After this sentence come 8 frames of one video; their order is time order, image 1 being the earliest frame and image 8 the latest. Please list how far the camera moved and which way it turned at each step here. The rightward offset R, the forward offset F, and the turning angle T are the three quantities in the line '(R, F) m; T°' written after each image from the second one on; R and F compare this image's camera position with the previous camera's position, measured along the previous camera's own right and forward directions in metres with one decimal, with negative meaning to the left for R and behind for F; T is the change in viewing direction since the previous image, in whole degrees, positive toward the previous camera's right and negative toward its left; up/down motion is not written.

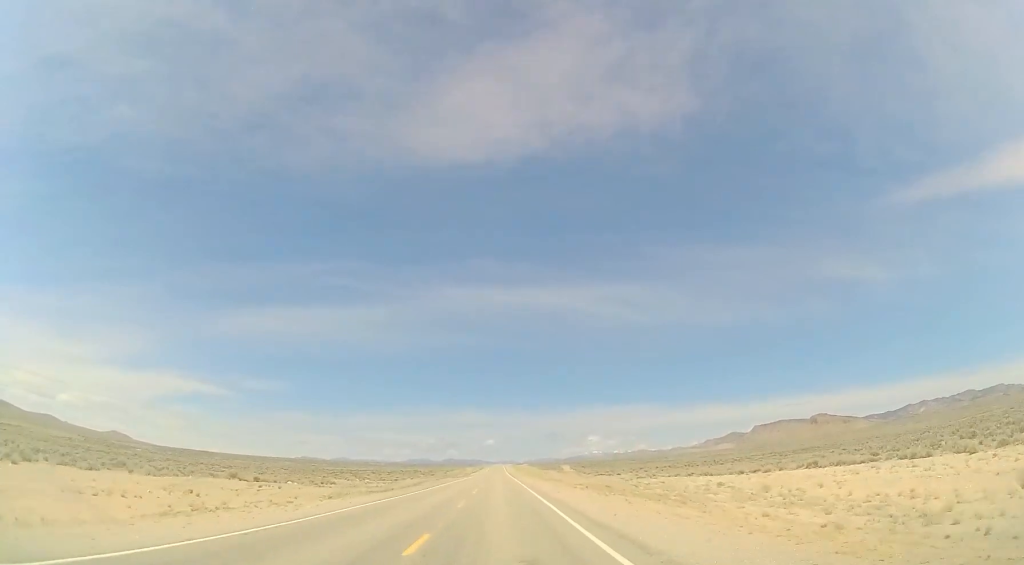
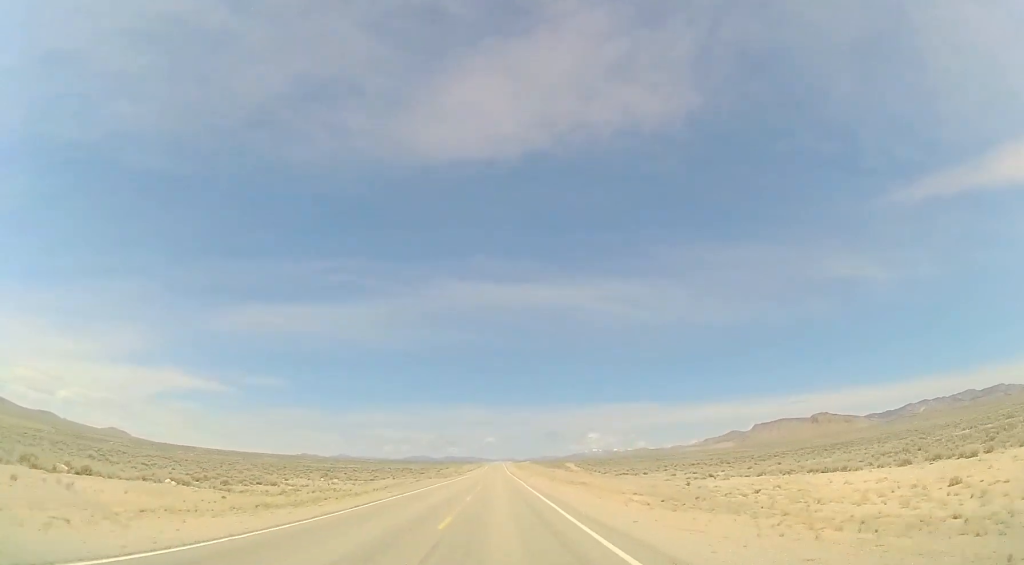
(0.0, +19.8) m; 0°
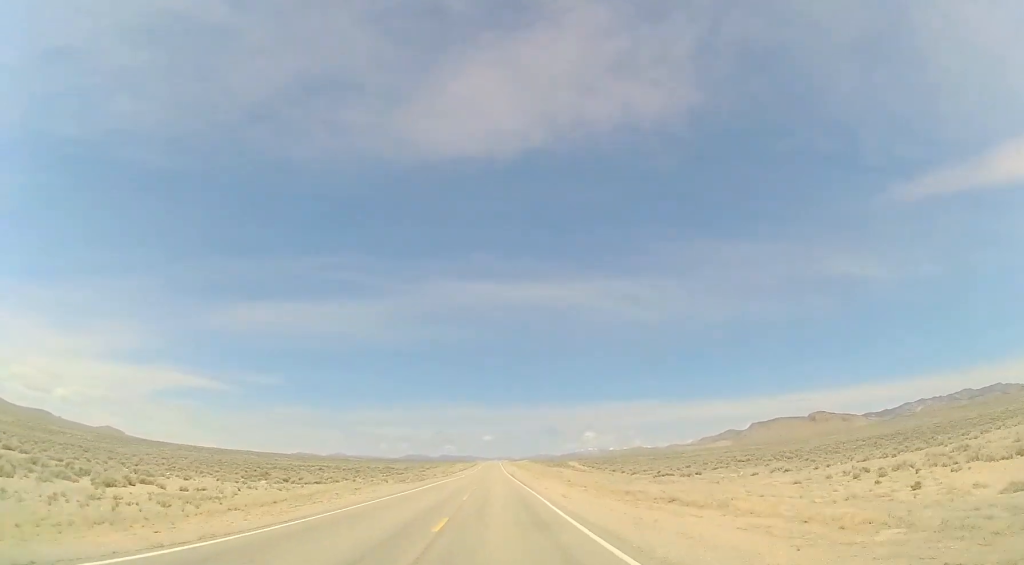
(-0.2, +24.8) m; 0°
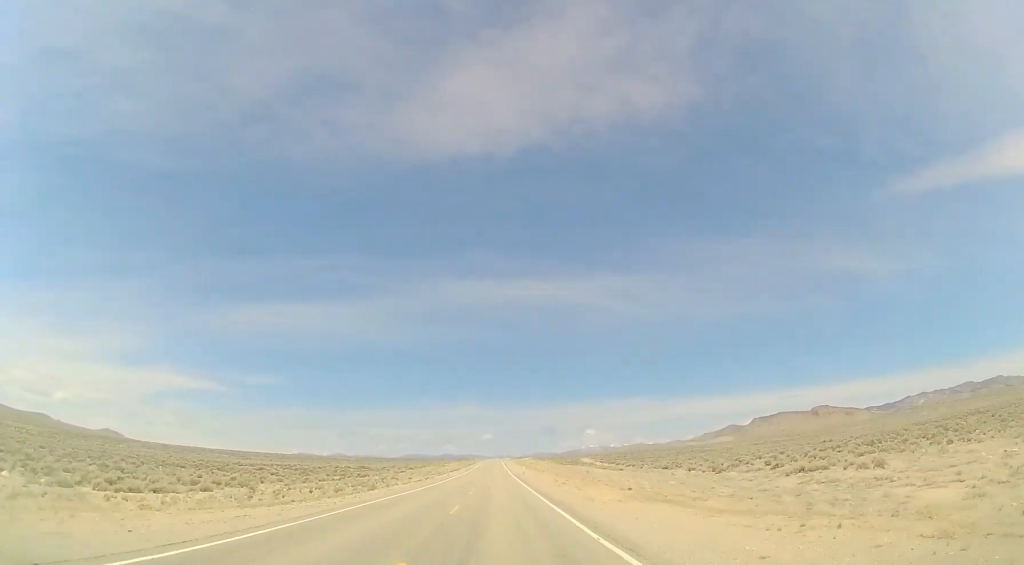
(+0.2, +32.0) m; 0°
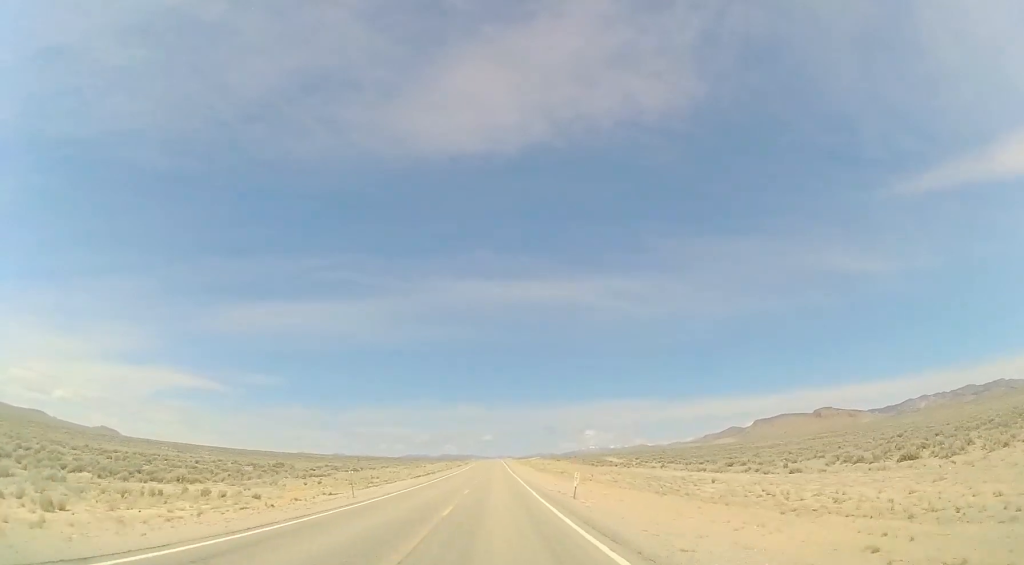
(+0.5, +49.1) m; +1°
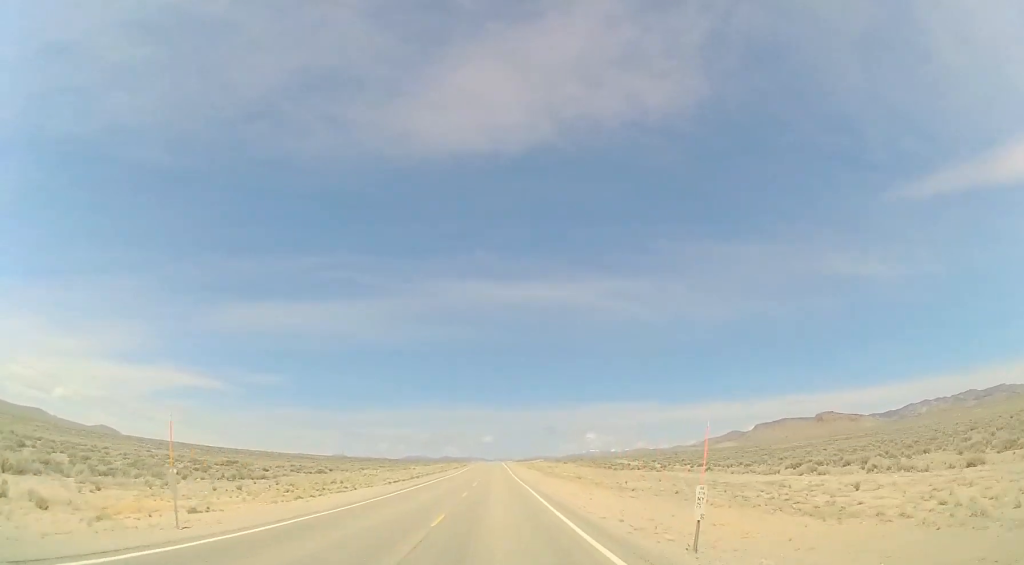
(+0.1, +15.1) m; 0°
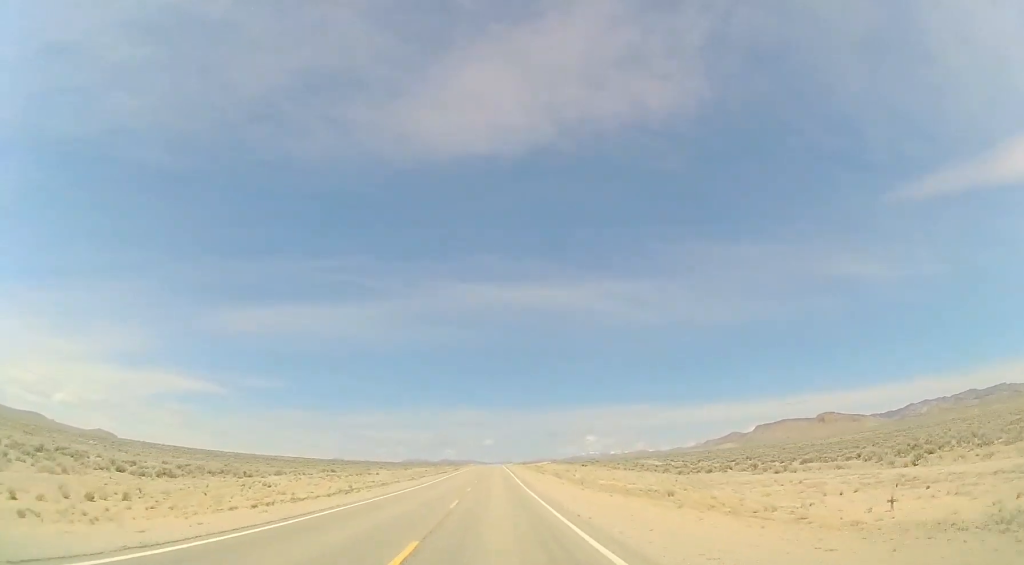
(-0.1, +30.5) m; 0°
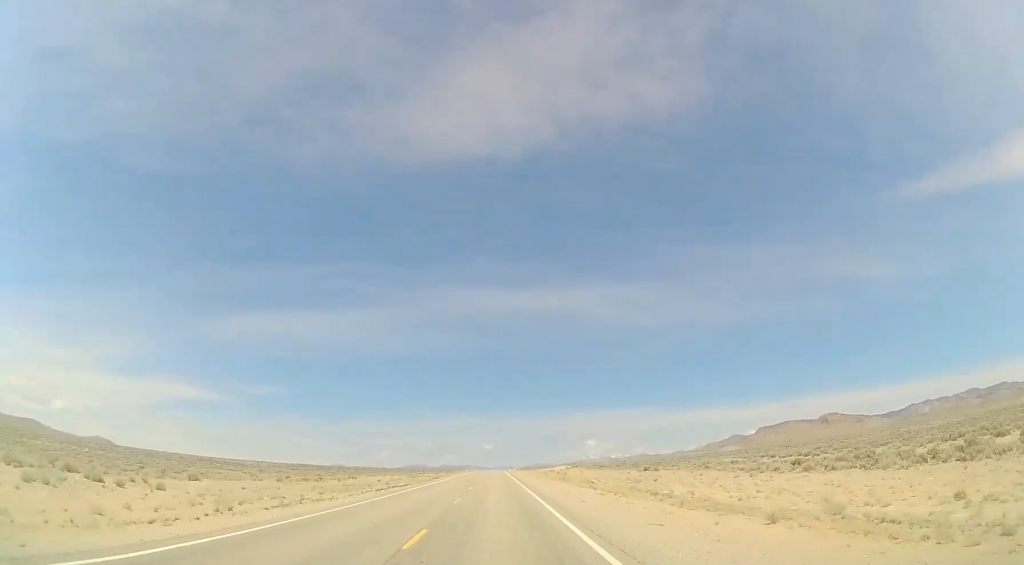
(-0.3, +46.8) m; -1°
